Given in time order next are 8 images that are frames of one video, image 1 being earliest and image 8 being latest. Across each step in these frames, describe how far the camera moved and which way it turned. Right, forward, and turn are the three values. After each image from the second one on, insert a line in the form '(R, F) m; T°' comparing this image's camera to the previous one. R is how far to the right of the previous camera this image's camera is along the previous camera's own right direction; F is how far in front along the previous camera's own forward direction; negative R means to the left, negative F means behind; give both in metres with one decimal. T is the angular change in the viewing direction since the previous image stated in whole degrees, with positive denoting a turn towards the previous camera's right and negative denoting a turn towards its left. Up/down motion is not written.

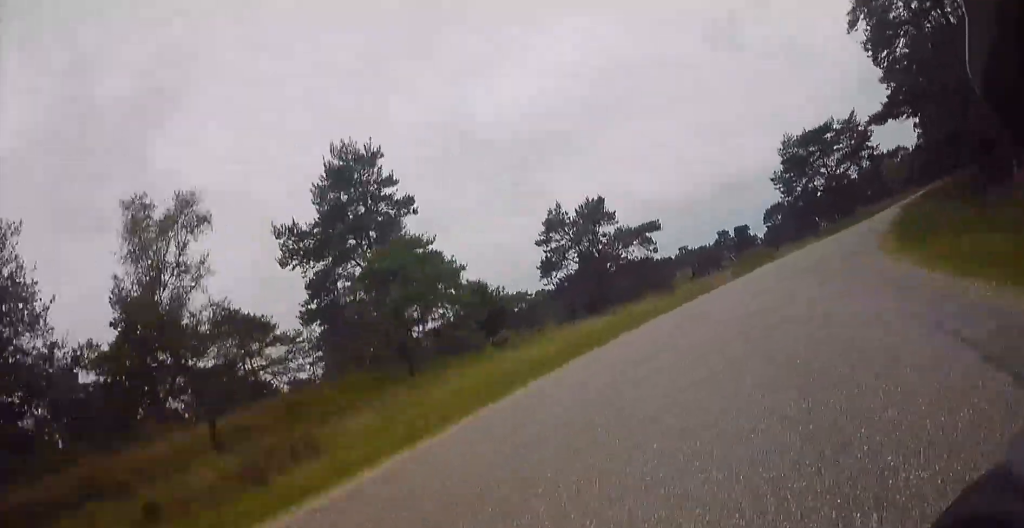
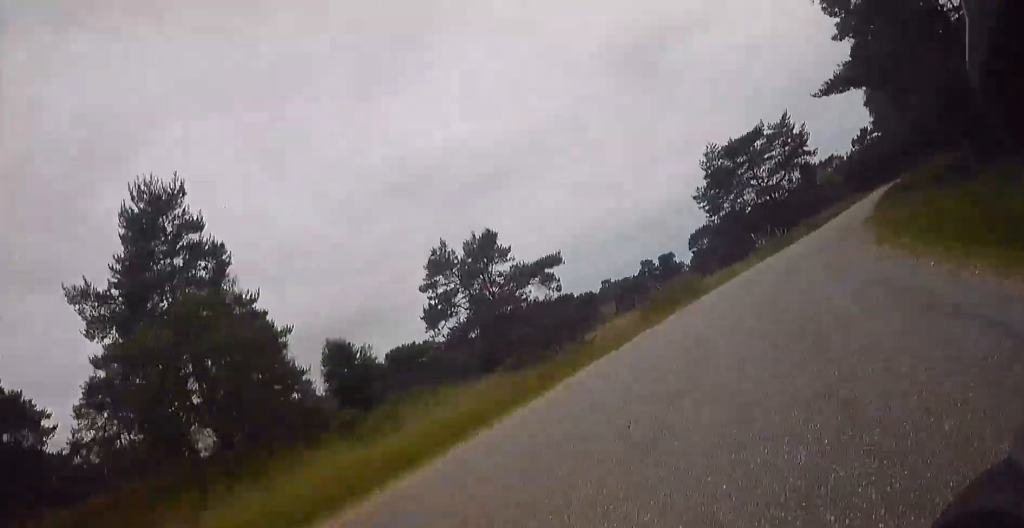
(+0.8, +8.6) m; +7°
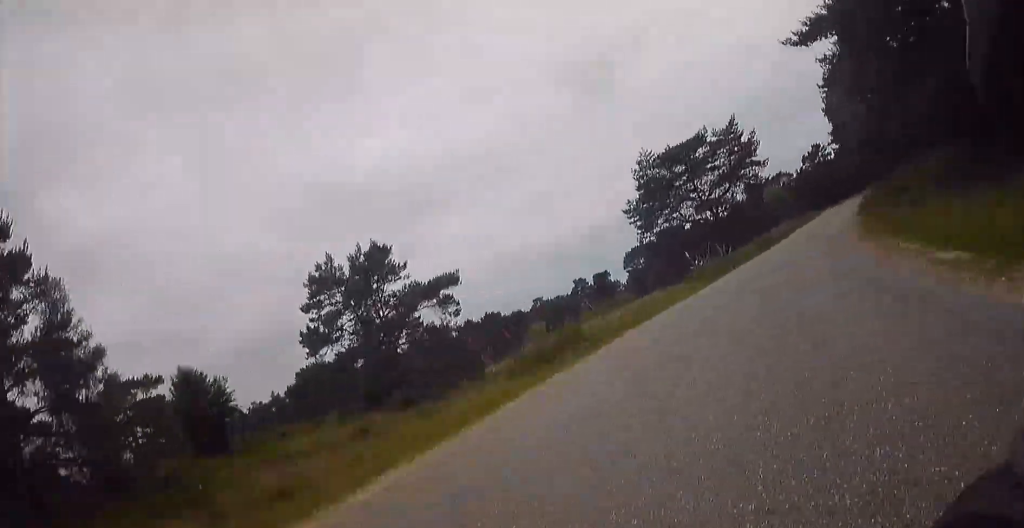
(0.0, +7.4) m; +6°
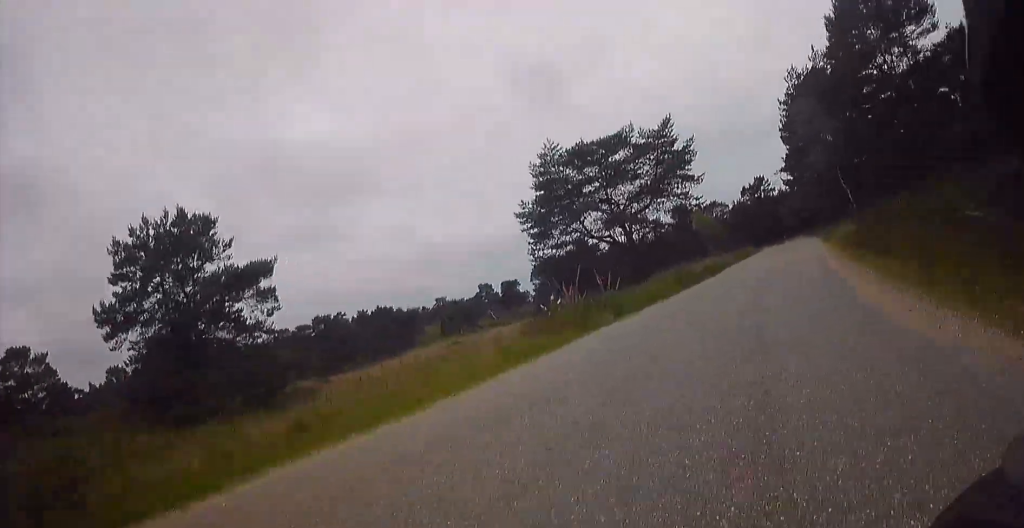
(+1.3, +11.5) m; +5°
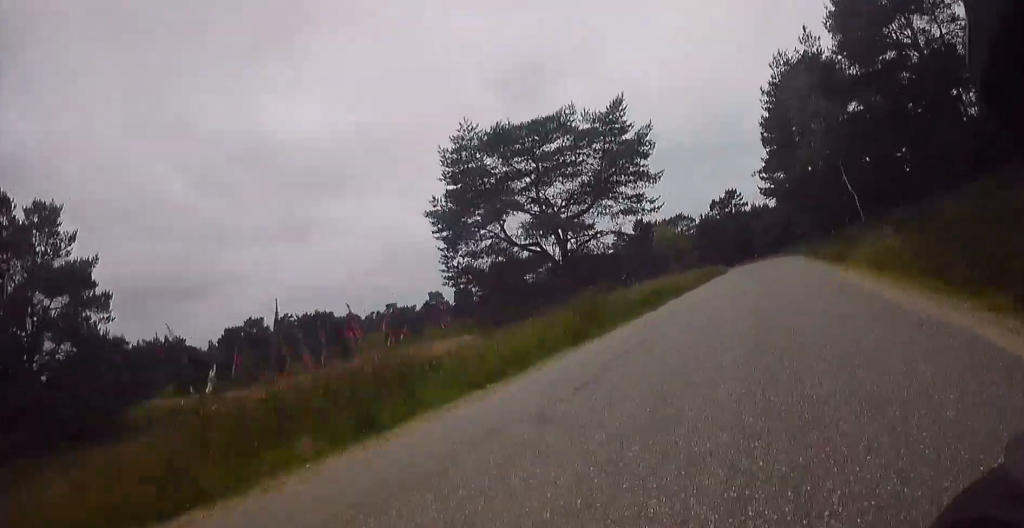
(+0.2, +9.5) m; -4°
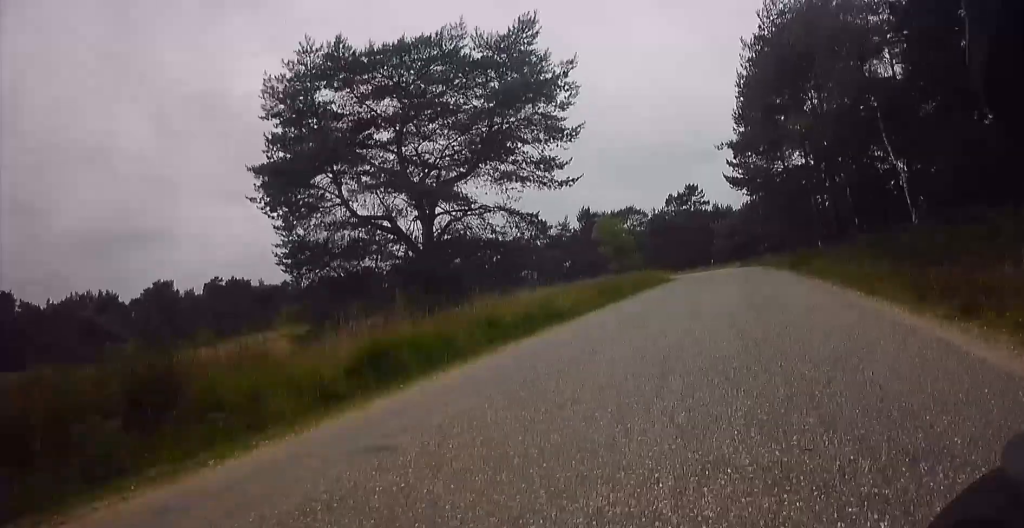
(-0.7, +12.4) m; -10°
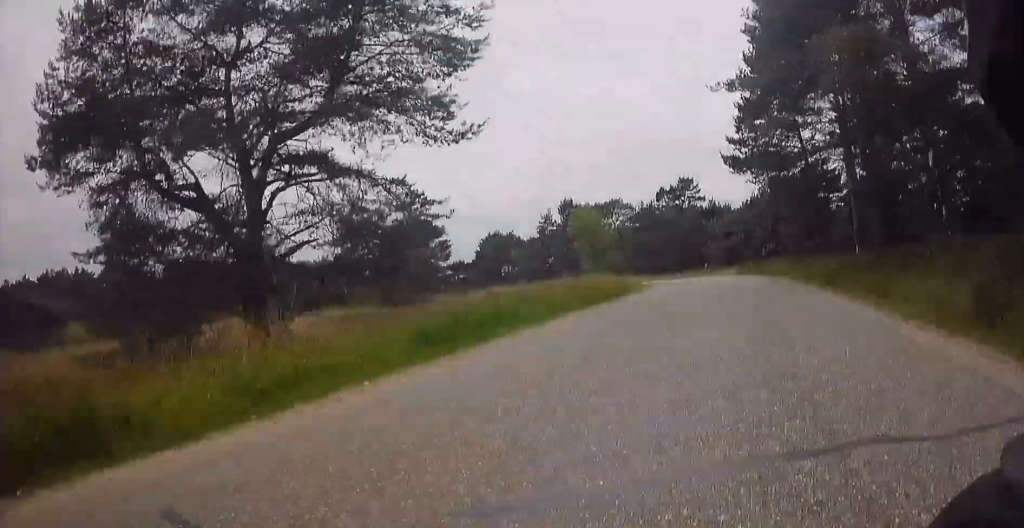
(-1.2, +9.3) m; -8°
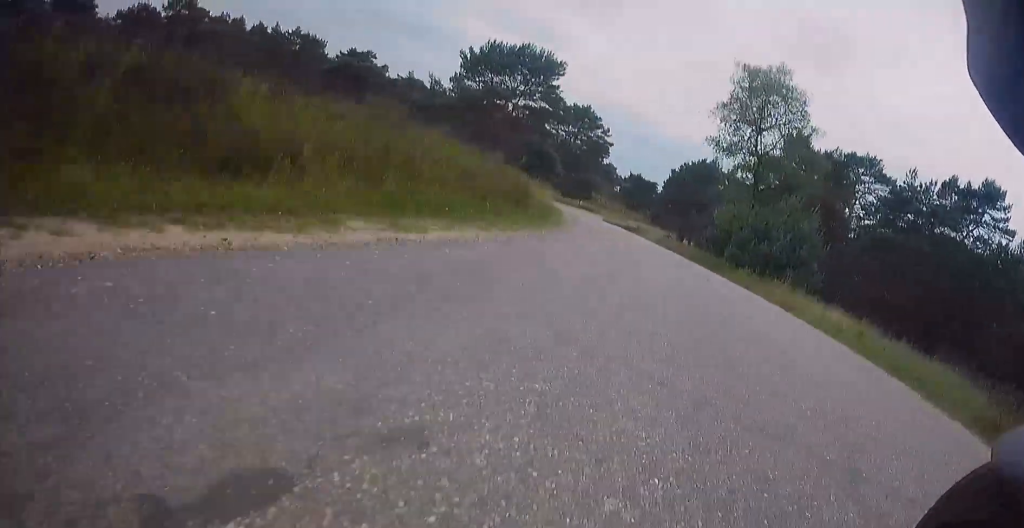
(-0.6, +38.8) m; -1°
